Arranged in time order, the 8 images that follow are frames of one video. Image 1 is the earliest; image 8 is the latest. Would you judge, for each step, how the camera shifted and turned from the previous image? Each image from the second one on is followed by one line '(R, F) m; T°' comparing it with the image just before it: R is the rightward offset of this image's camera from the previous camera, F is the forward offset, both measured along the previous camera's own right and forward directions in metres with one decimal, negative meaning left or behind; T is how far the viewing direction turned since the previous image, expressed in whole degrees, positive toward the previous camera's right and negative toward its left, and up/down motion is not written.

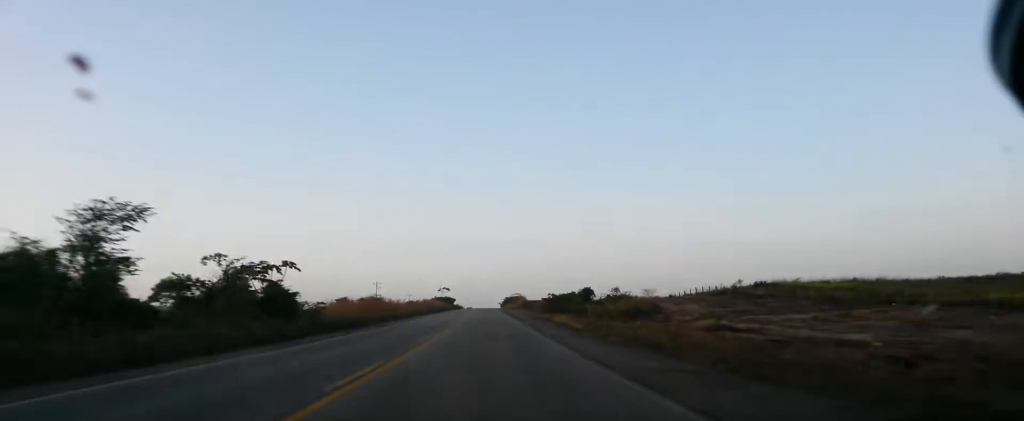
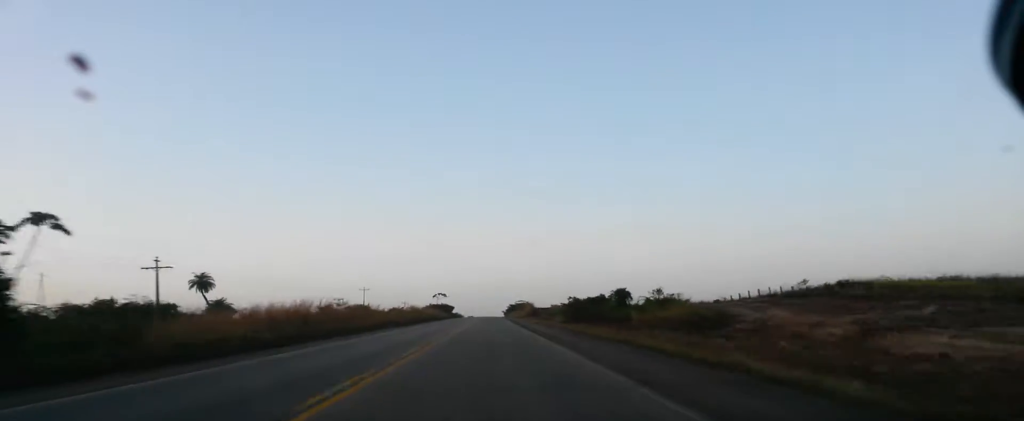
(0.0, +24.4) m; 0°
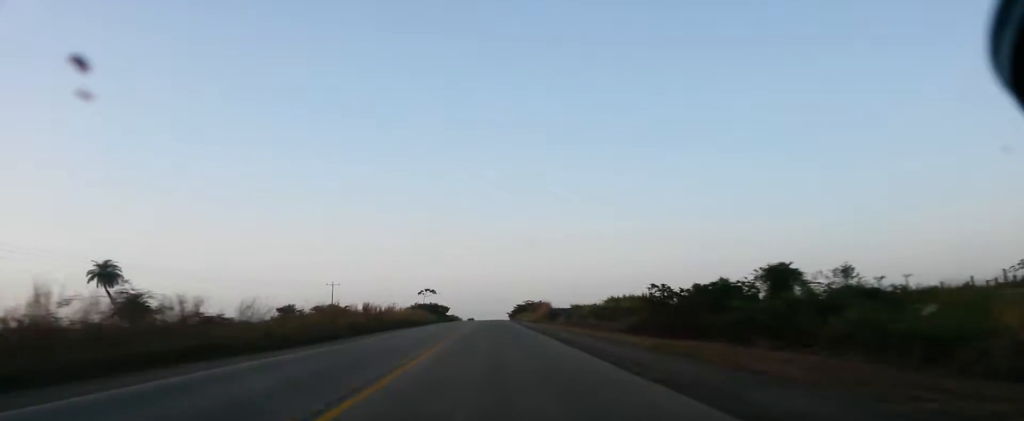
(-0.1, +39.5) m; 0°
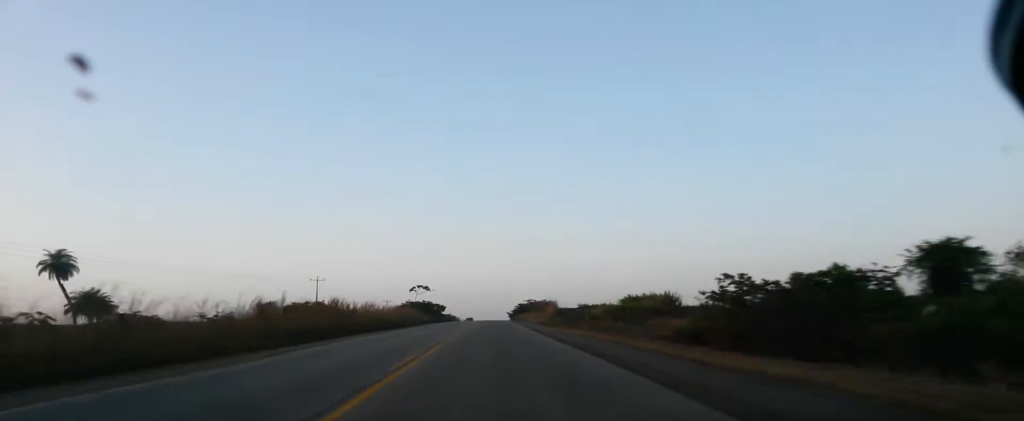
(0.0, +12.5) m; -1°
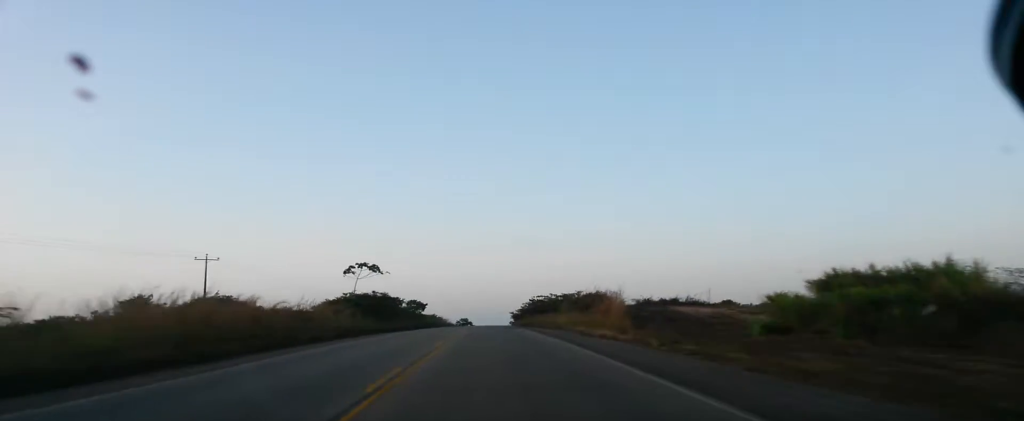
(-2.6, +51.3) m; -3°
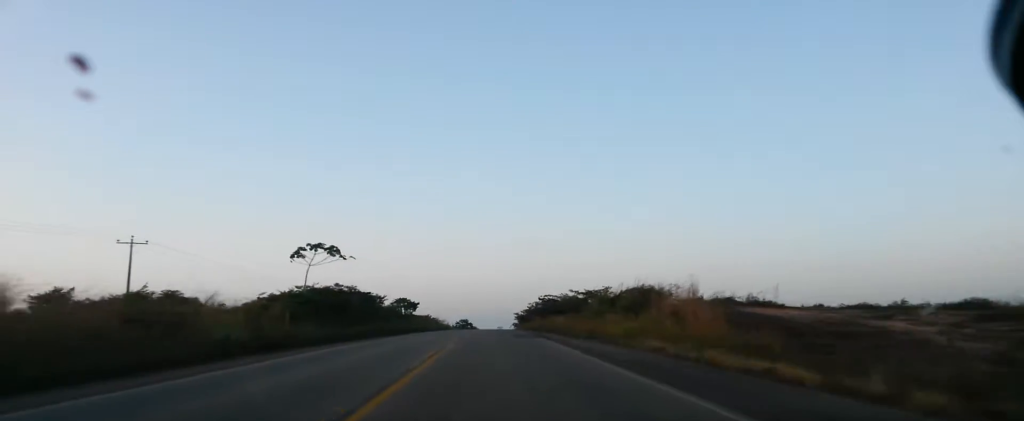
(+0.2, +18.4) m; +1°
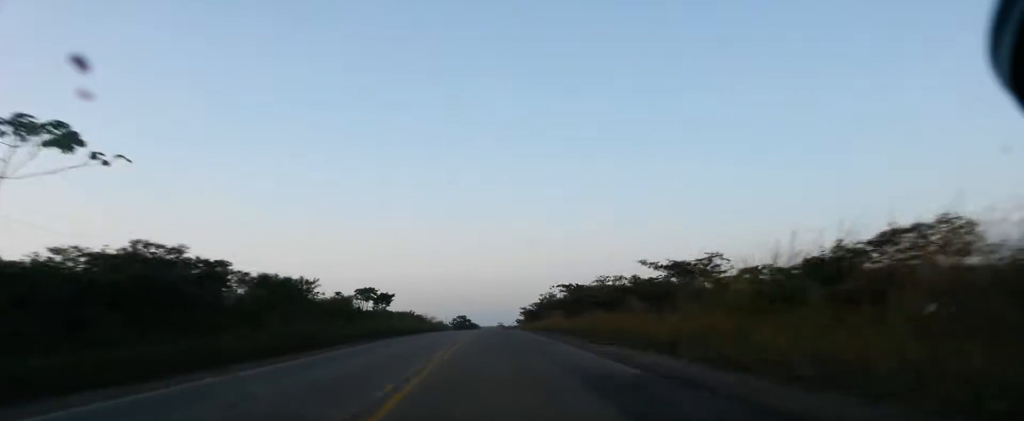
(+1.0, +31.0) m; +2°
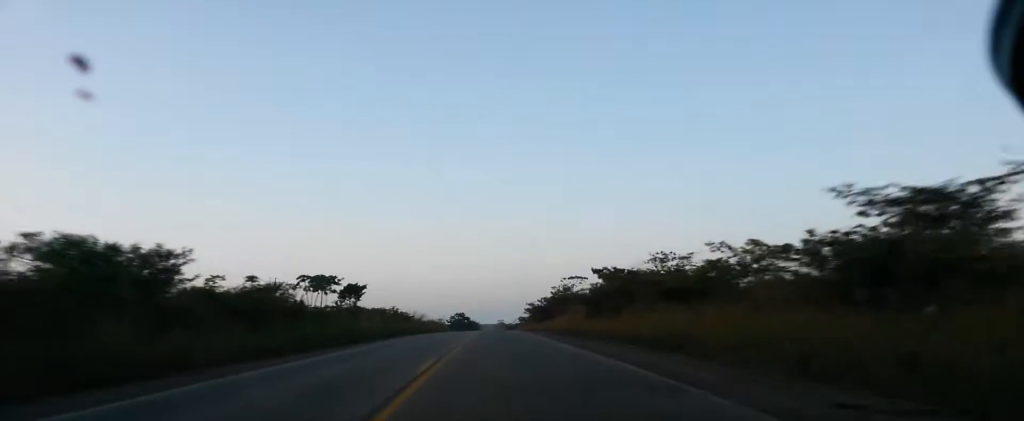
(0.0, +20.2) m; 0°
